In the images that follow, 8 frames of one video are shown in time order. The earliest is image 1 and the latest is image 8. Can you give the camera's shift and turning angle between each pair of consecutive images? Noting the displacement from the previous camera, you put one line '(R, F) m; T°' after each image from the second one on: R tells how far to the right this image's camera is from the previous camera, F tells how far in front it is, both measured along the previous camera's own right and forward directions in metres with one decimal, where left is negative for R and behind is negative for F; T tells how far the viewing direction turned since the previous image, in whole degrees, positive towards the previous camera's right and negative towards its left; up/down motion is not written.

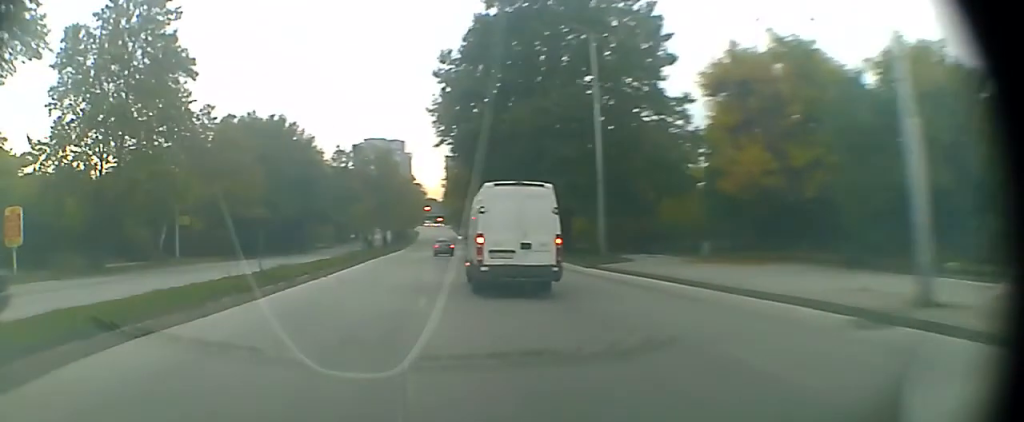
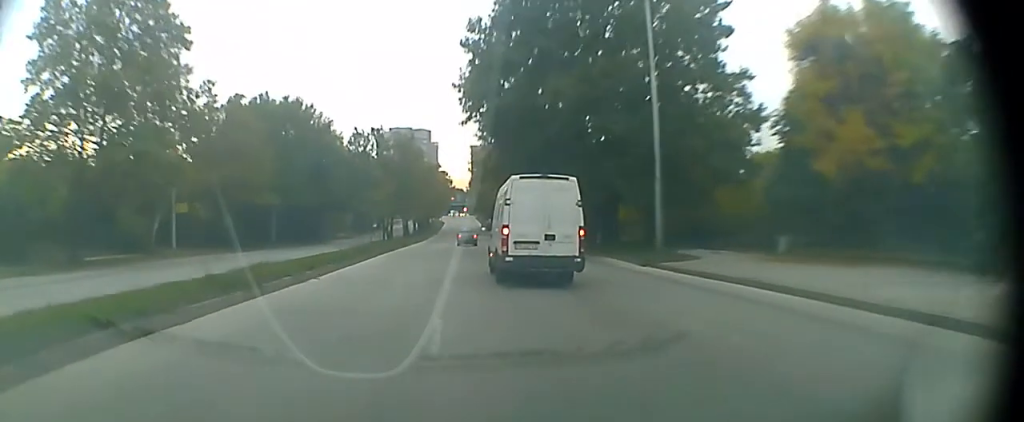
(-0.4, +5.0) m; -5°
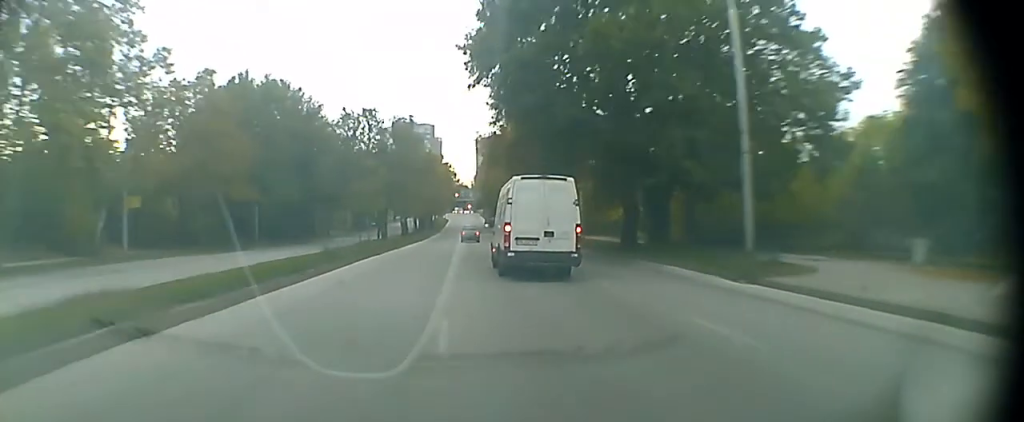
(-0.5, +9.8) m; -3°
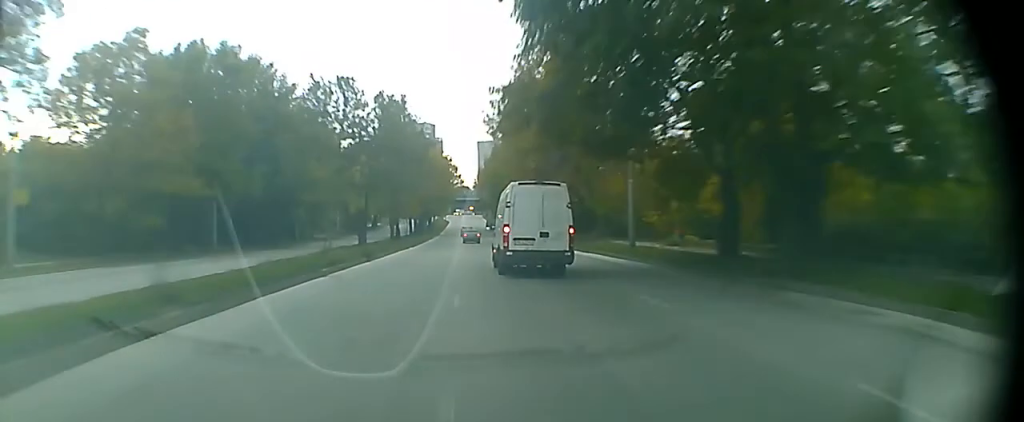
(-0.1, +13.2) m; 0°
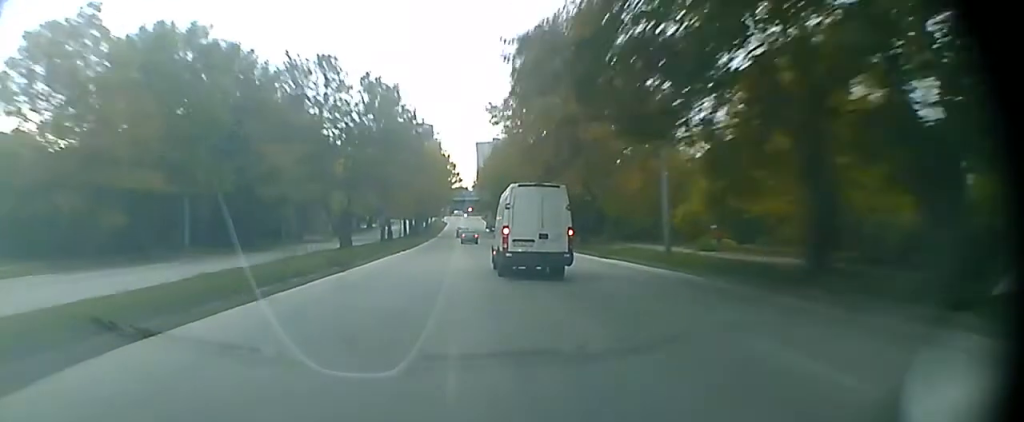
(0.0, +6.8) m; 0°
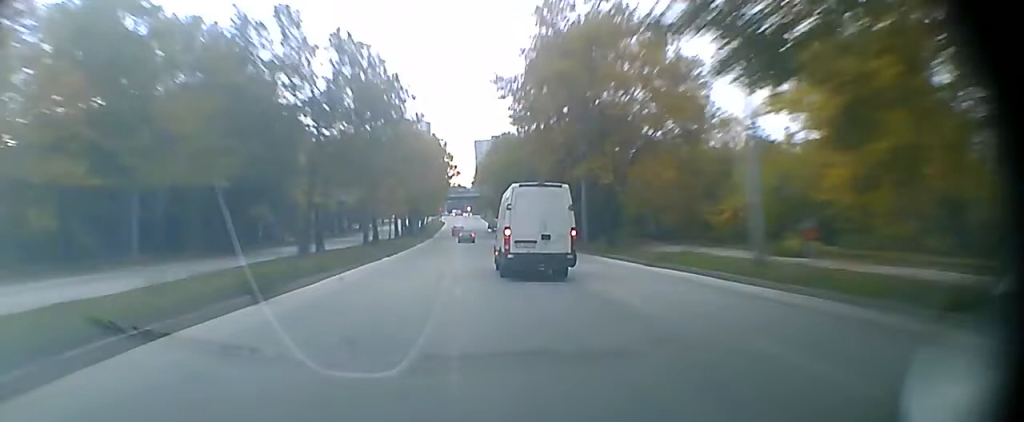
(+0.1, +8.7) m; 0°
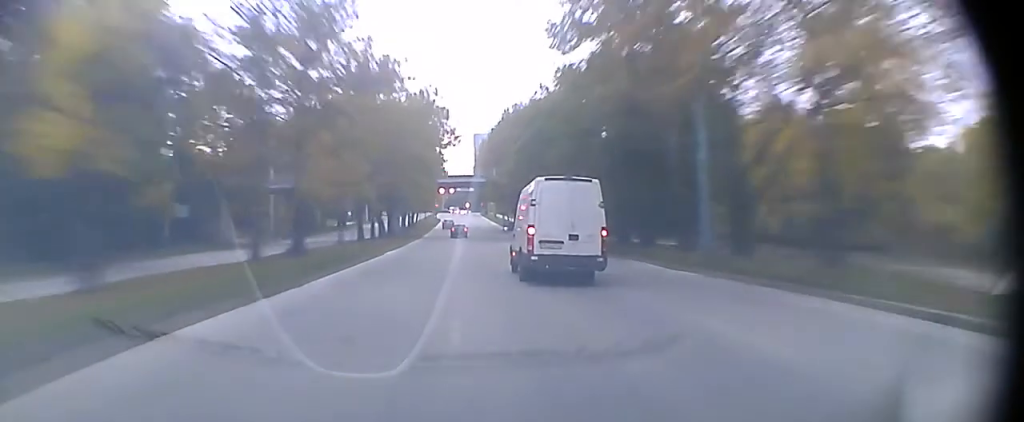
(+0.2, +26.5) m; +1°
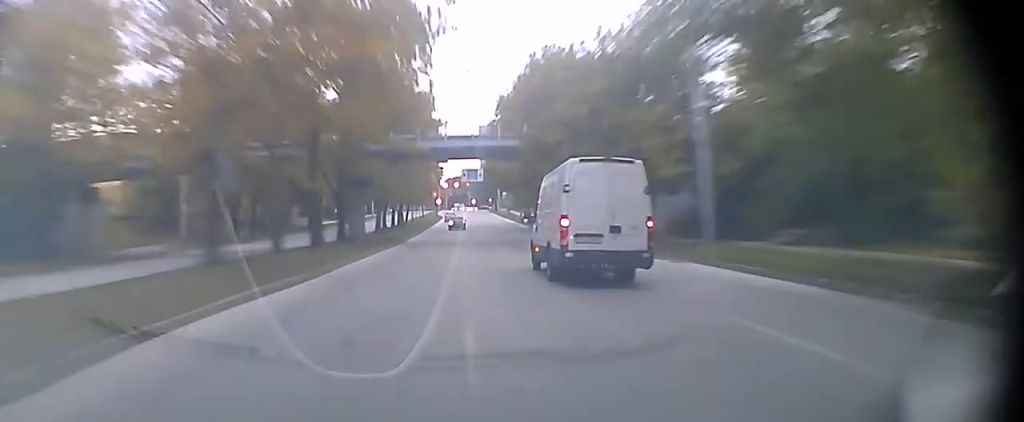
(+0.1, +28.8) m; 0°
